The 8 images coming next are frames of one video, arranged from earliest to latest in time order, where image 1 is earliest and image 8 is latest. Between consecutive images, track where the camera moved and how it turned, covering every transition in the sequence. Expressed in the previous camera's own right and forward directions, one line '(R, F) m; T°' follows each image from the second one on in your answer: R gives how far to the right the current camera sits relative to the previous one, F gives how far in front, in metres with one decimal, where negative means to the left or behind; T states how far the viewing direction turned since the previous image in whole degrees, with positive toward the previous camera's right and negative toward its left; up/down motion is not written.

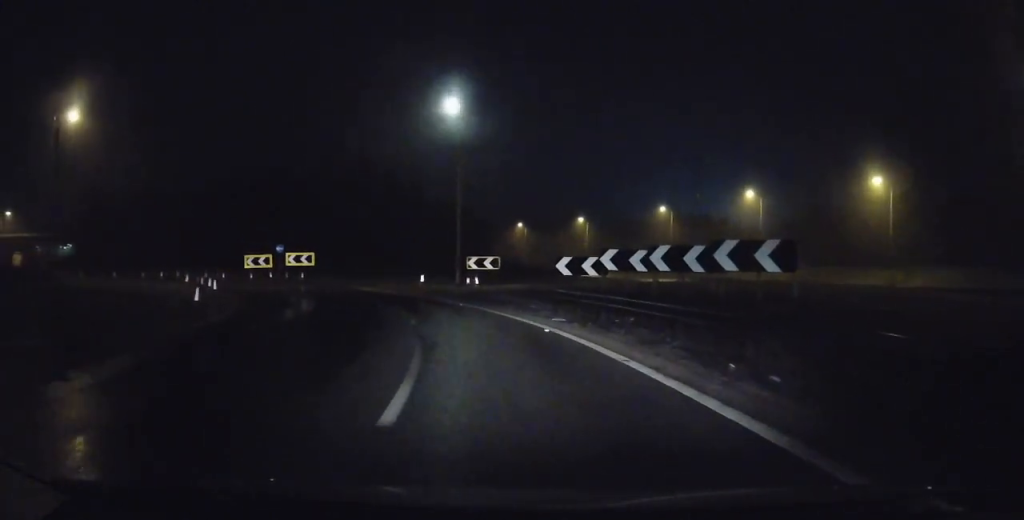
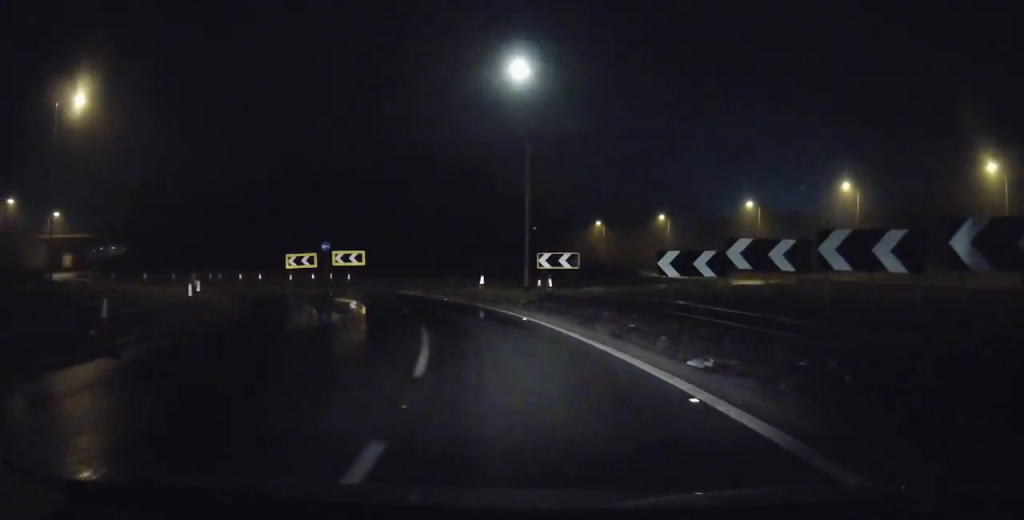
(-0.4, +6.5) m; -6°
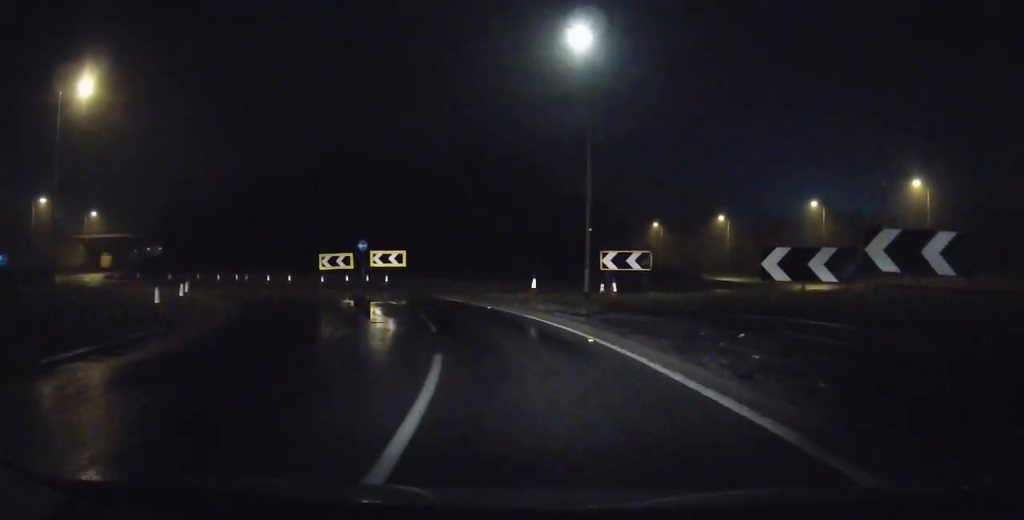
(-0.1, +4.2) m; -3°
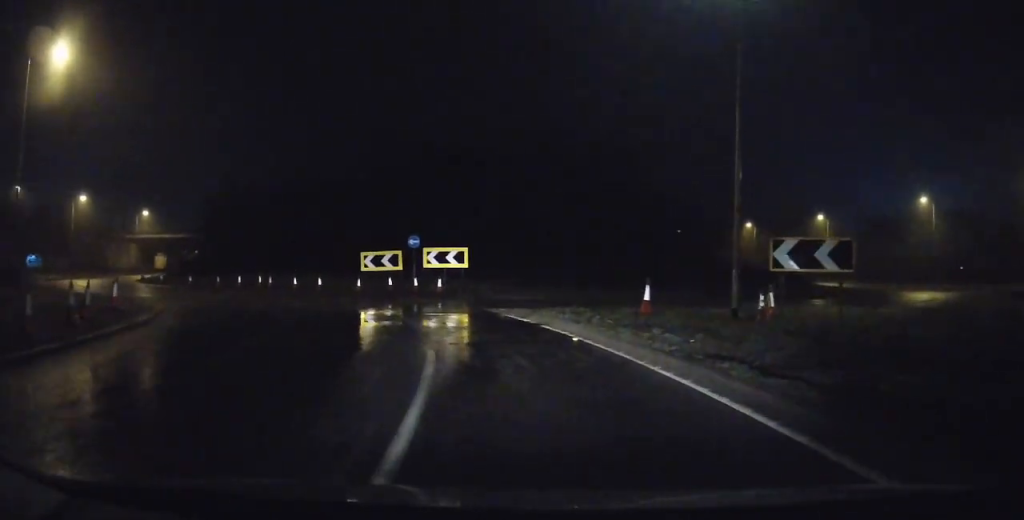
(-0.5, +8.4) m; -11°
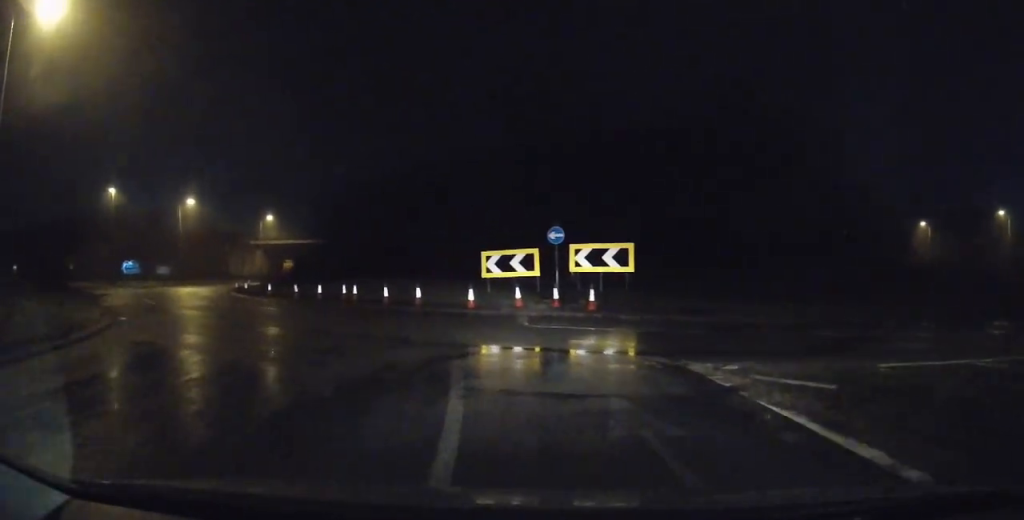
(-1.8, +10.1) m; -22°
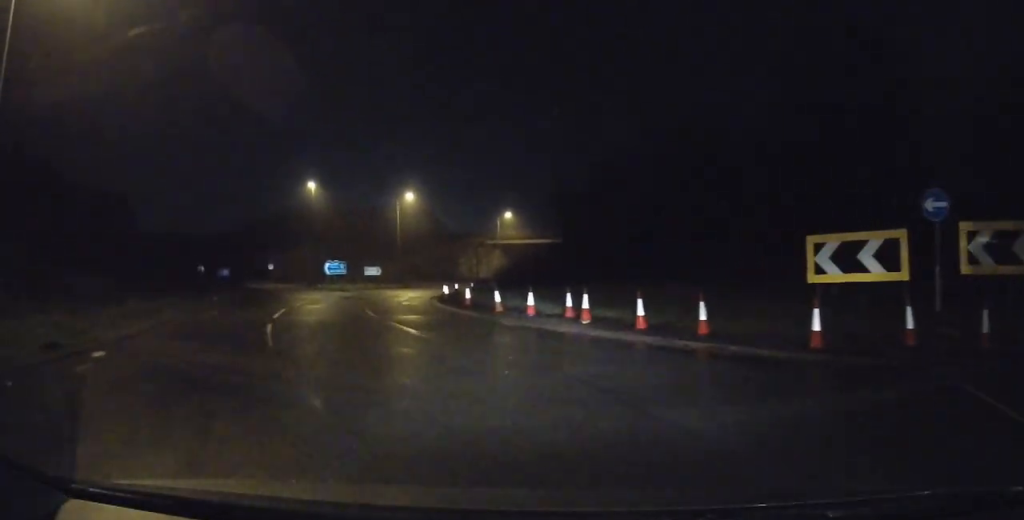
(-2.6, +11.1) m; -24°
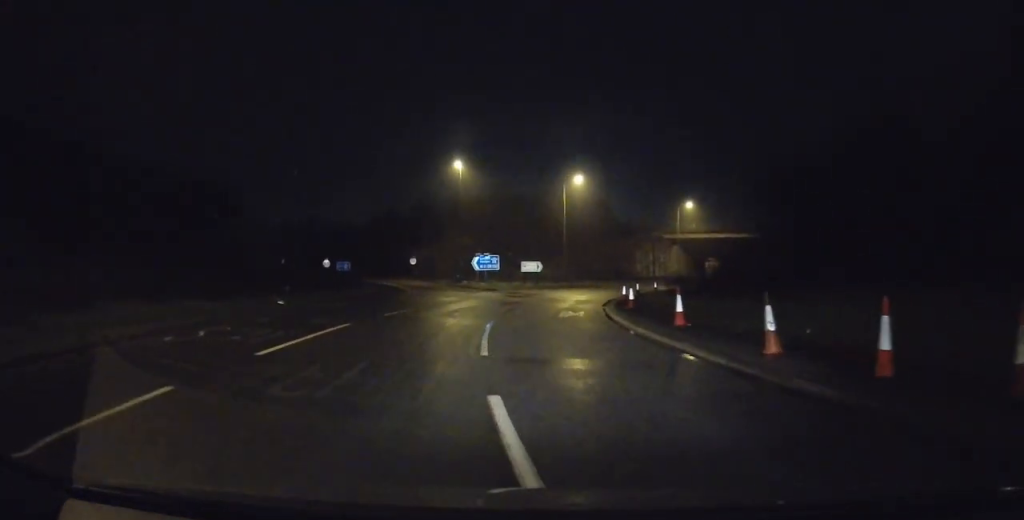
(-1.6, +11.4) m; -11°
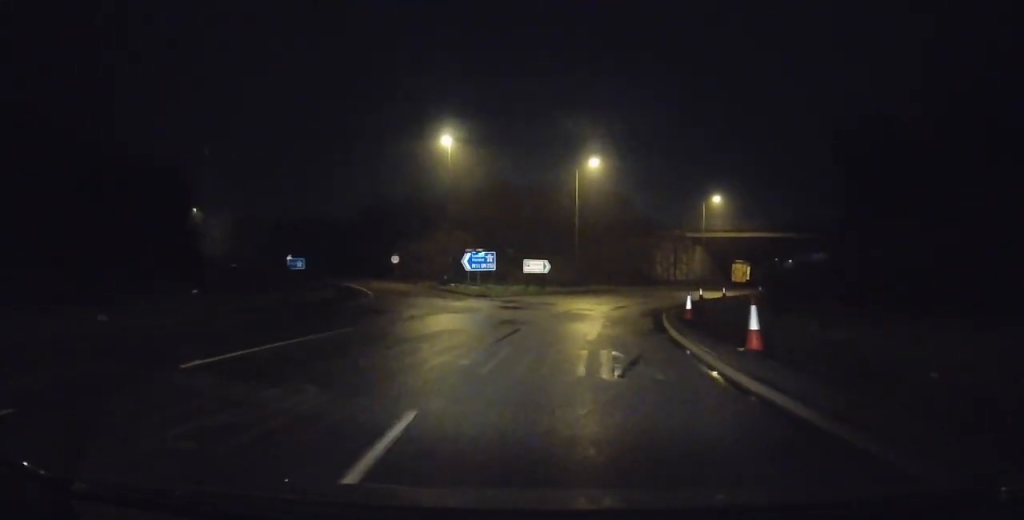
(-0.3, +10.8) m; +3°
